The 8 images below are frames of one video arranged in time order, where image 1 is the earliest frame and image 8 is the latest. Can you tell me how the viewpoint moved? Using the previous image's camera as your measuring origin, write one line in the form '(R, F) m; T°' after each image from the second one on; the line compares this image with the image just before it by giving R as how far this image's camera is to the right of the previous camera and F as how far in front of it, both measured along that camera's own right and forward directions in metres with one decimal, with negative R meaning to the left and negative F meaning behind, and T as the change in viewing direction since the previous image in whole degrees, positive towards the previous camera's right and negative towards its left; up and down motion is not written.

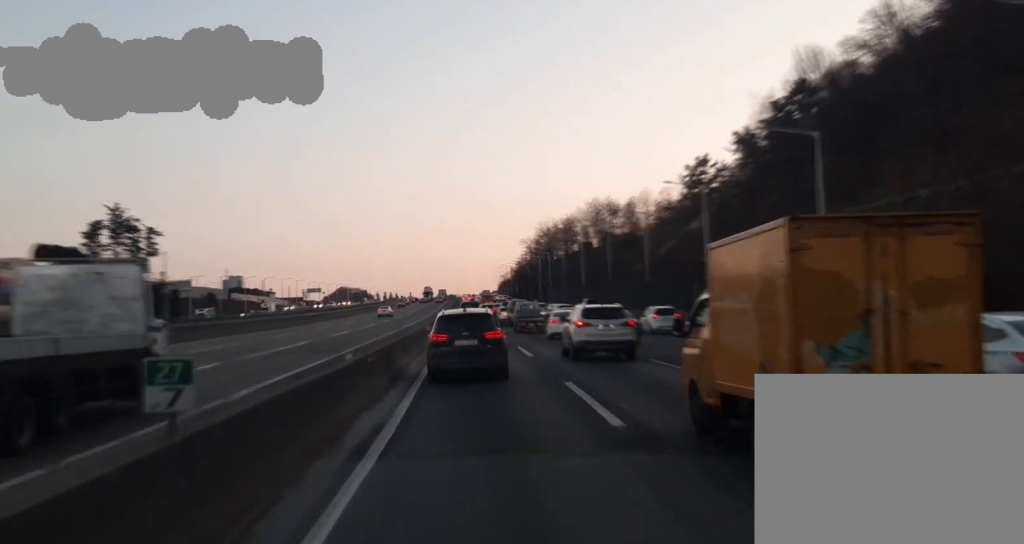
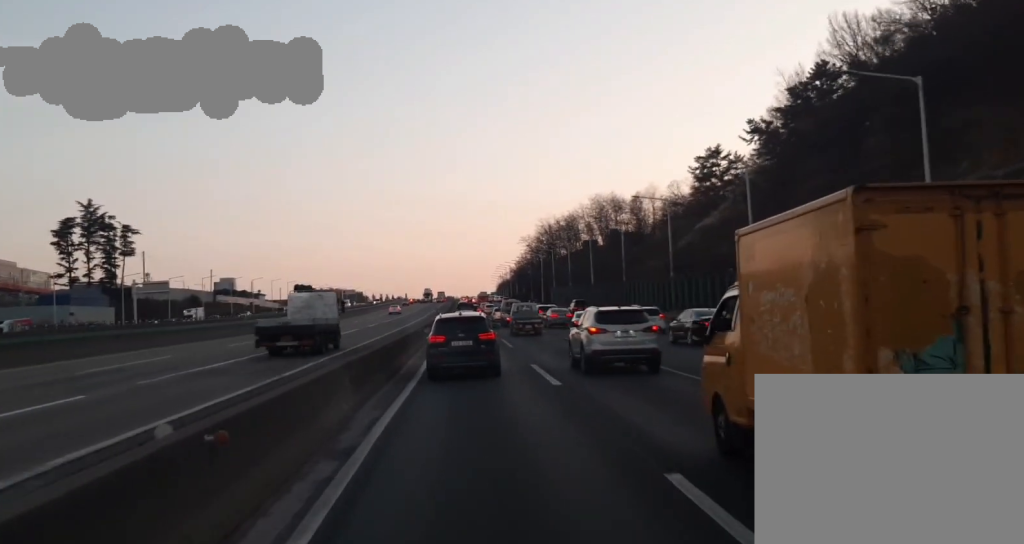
(+0.2, +12.5) m; +1°
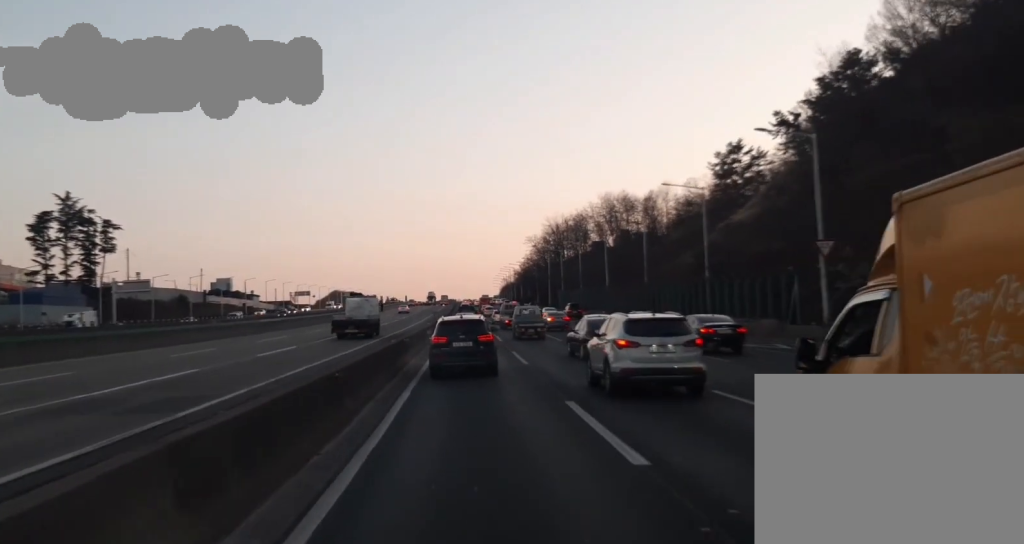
(0.0, +10.2) m; -1°
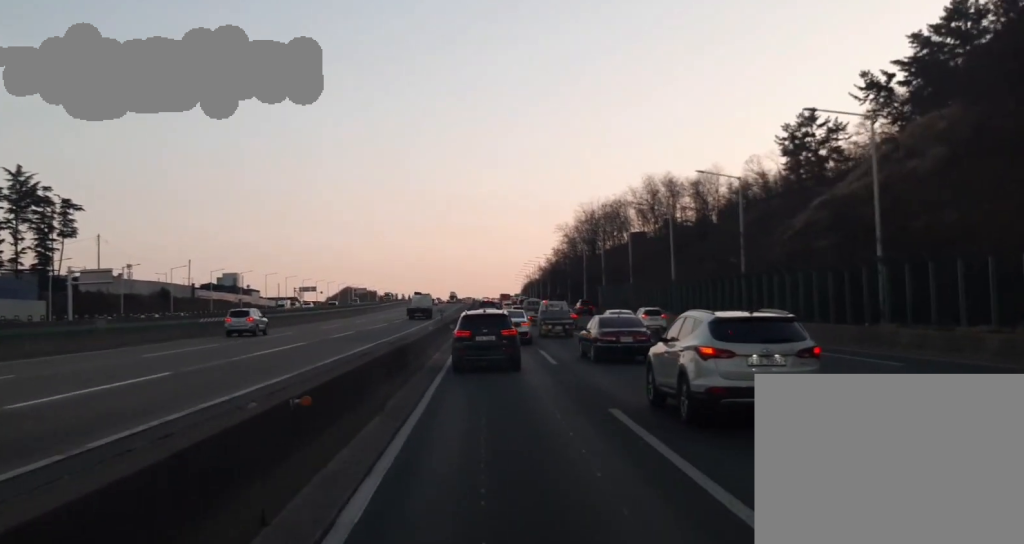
(-0.7, +23.5) m; -3°
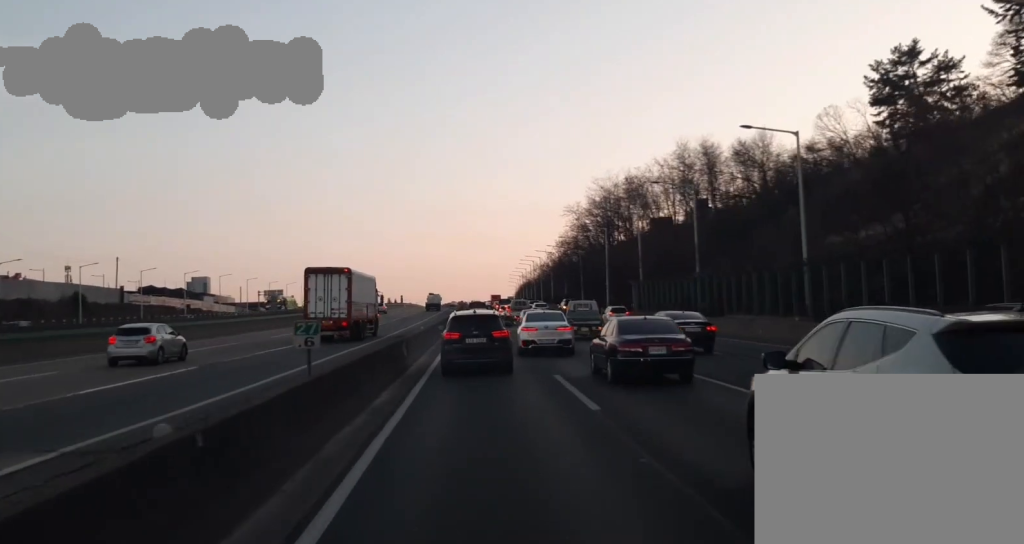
(0.0, +35.1) m; +1°
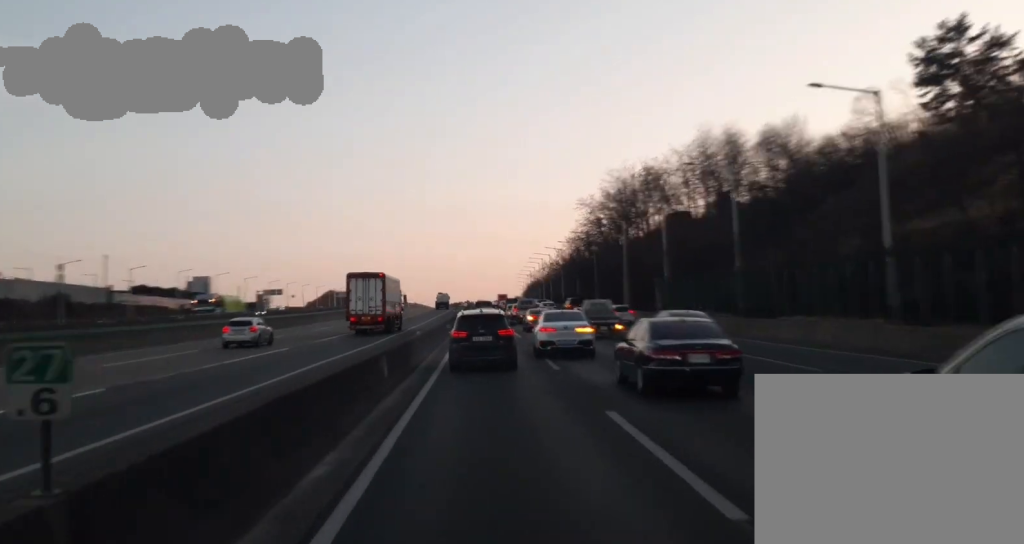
(+0.3, +8.4) m; 0°
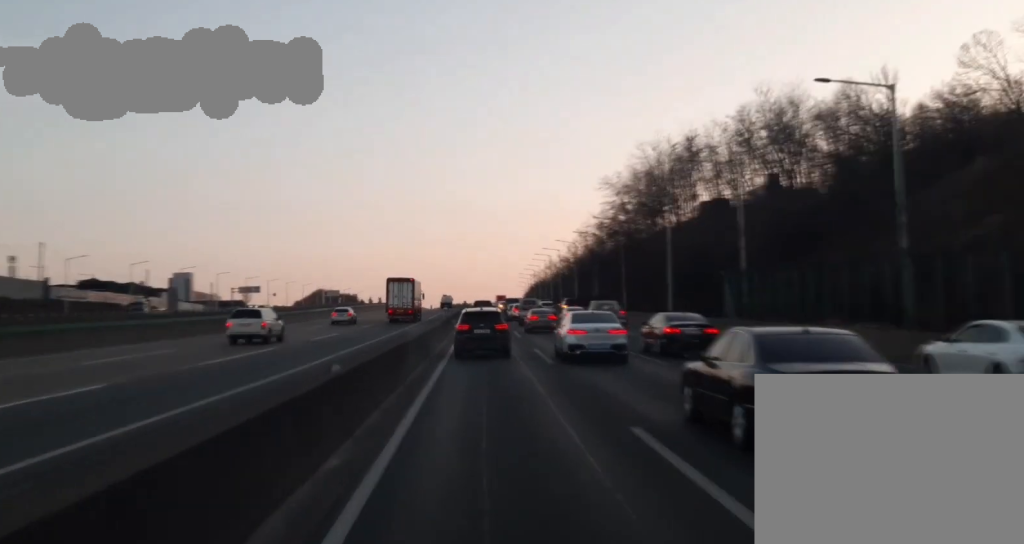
(-0.7, +21.5) m; -4°
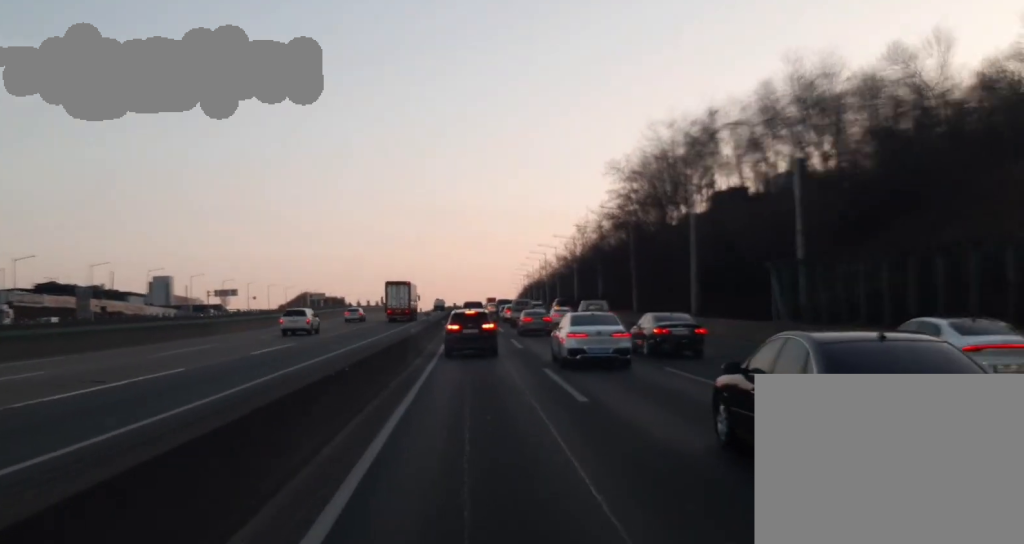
(-0.4, +10.8) m; 0°
